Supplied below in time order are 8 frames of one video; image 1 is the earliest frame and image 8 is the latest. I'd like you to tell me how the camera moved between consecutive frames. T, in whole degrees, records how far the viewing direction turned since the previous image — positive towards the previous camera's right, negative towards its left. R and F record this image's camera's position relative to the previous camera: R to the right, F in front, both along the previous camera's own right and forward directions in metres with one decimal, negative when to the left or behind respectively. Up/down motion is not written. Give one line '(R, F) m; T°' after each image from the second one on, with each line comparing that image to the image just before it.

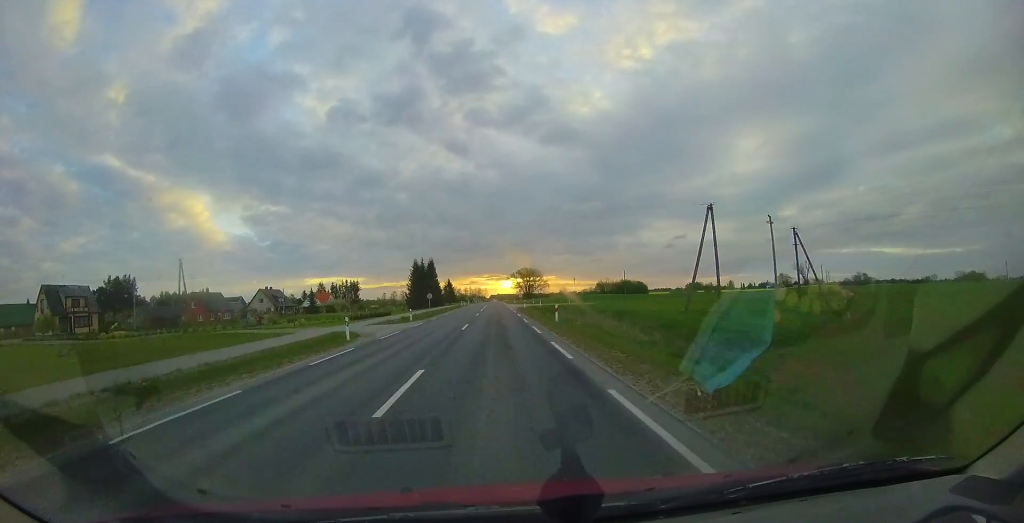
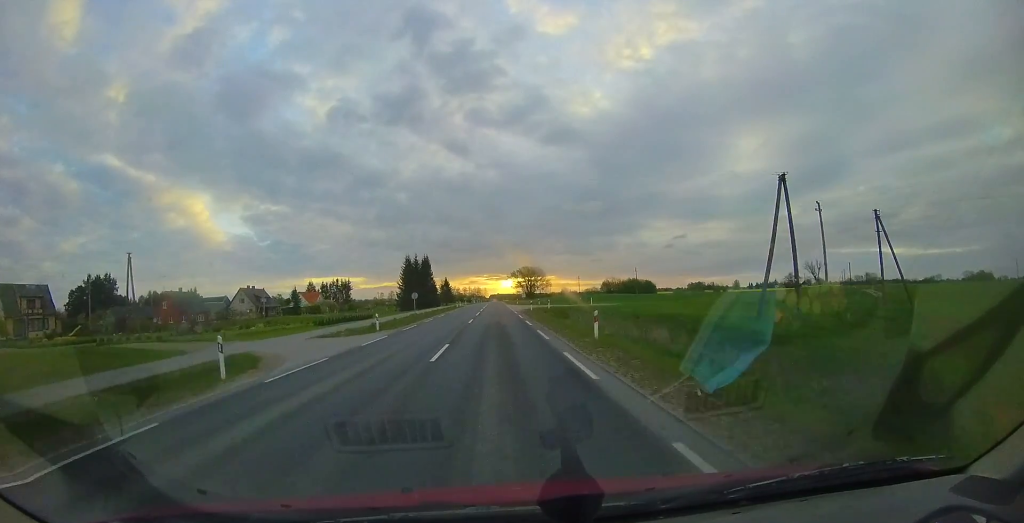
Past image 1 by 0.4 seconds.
(-0.1, +8.4) m; 0°
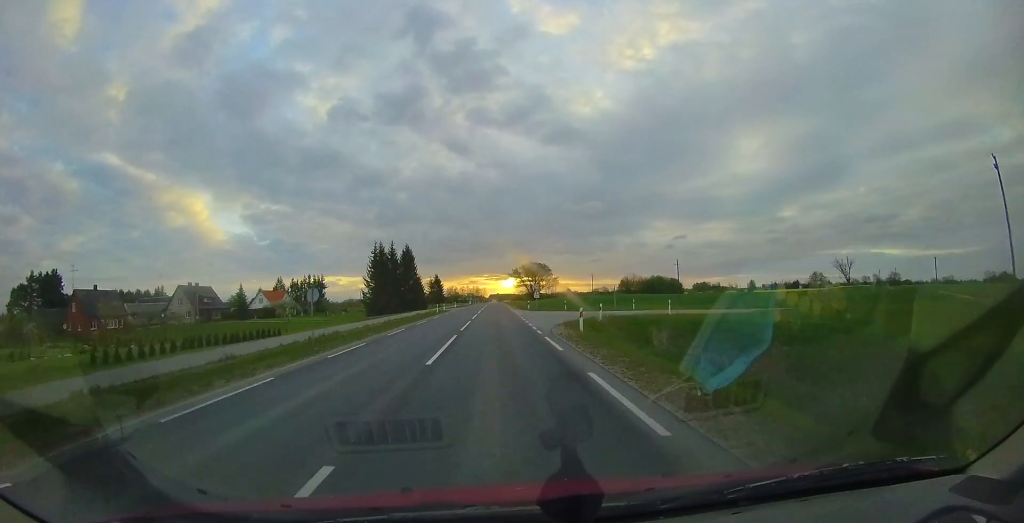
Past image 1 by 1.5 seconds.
(-0.1, +20.1) m; -1°
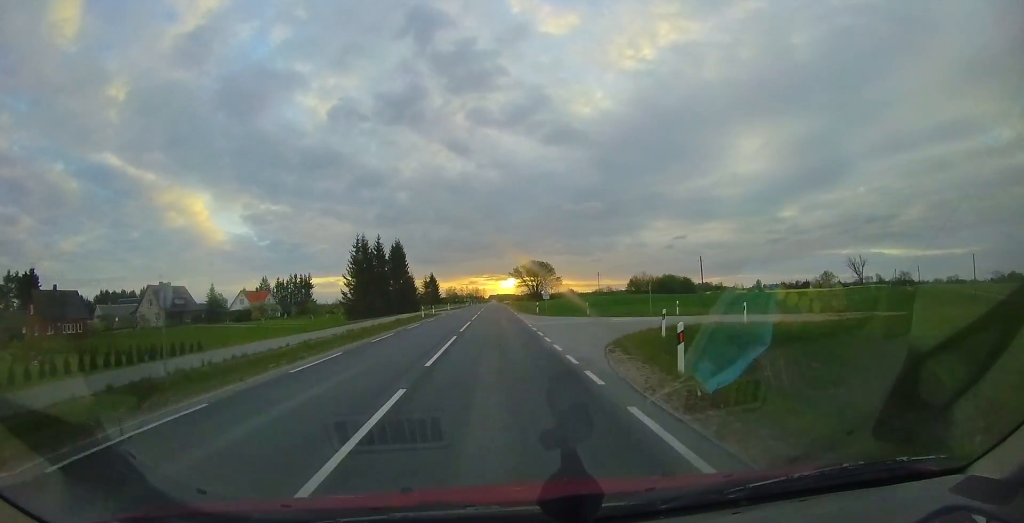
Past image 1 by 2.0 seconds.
(0.0, +8.1) m; 0°
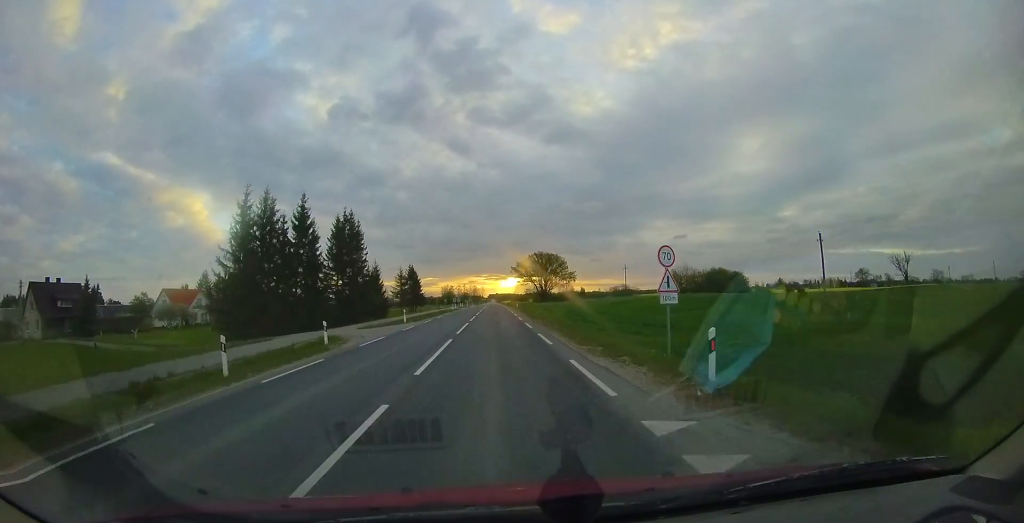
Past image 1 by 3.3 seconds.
(+0.4, +25.1) m; +2°
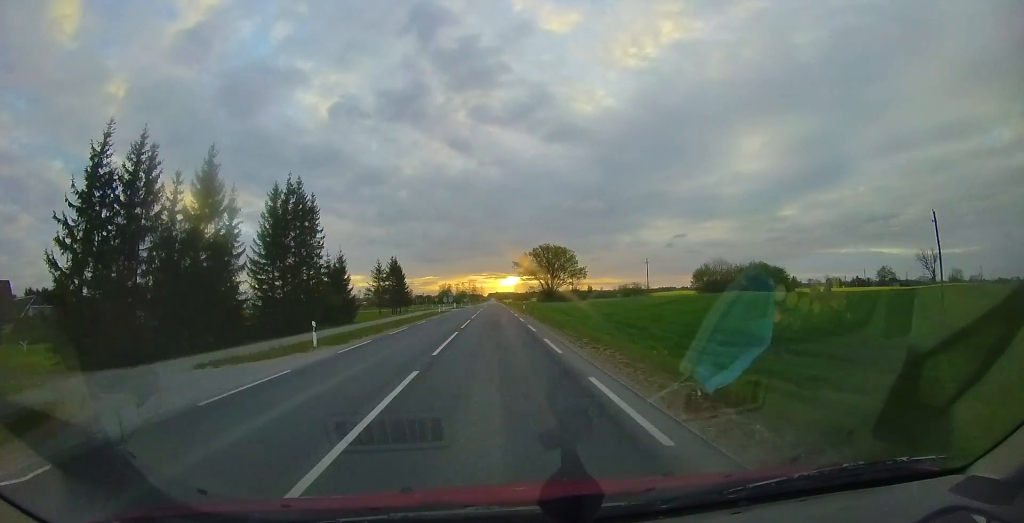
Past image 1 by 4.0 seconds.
(+0.3, +13.3) m; 0°
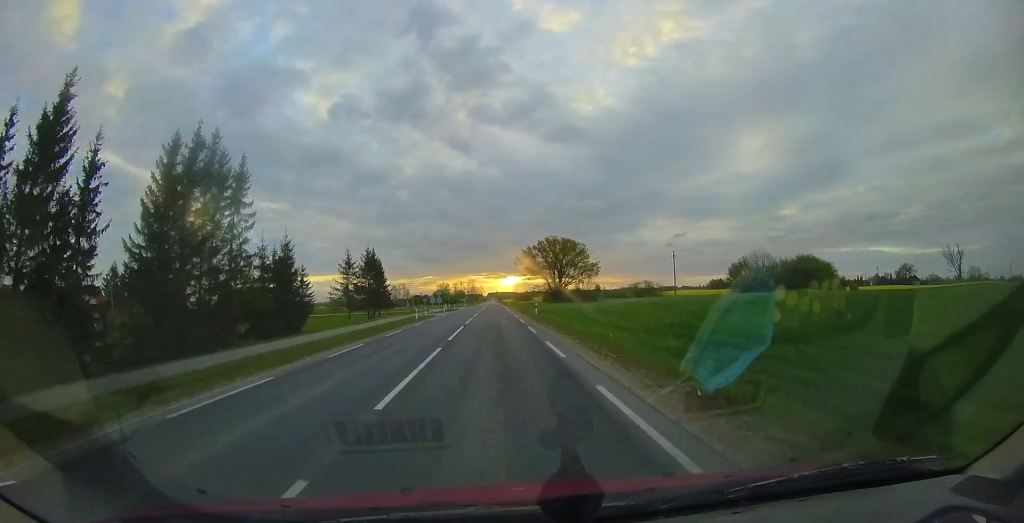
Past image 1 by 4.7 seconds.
(-0.3, +12.7) m; -1°
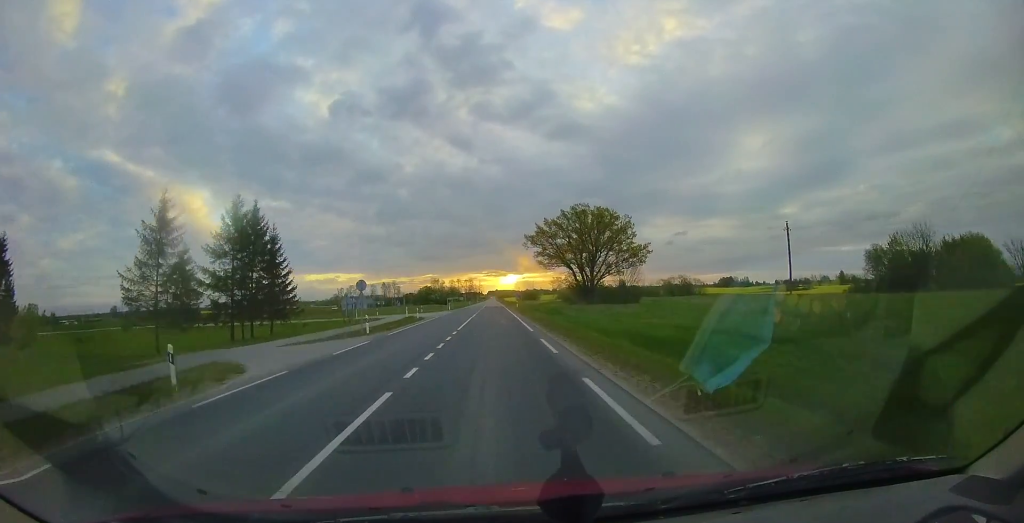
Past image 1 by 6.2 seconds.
(-0.2, +28.4) m; 0°
